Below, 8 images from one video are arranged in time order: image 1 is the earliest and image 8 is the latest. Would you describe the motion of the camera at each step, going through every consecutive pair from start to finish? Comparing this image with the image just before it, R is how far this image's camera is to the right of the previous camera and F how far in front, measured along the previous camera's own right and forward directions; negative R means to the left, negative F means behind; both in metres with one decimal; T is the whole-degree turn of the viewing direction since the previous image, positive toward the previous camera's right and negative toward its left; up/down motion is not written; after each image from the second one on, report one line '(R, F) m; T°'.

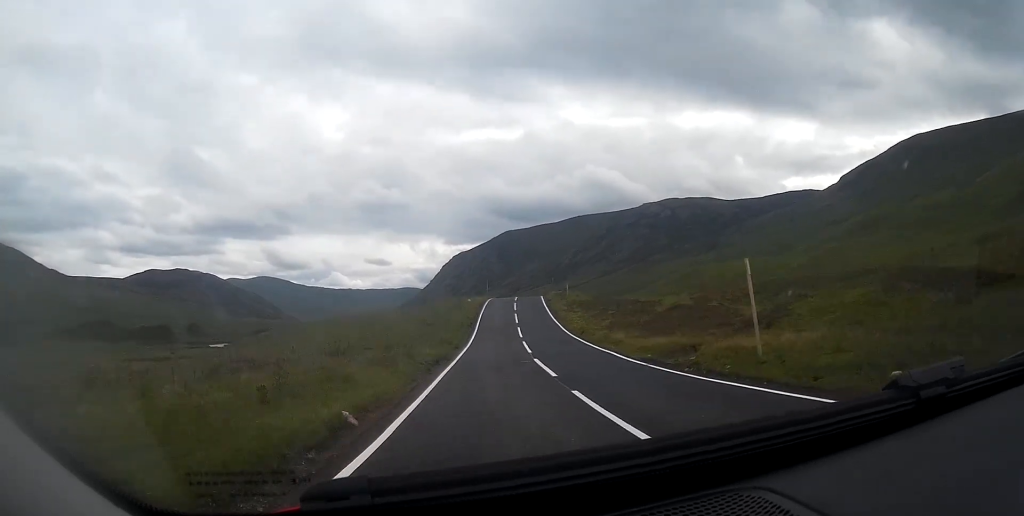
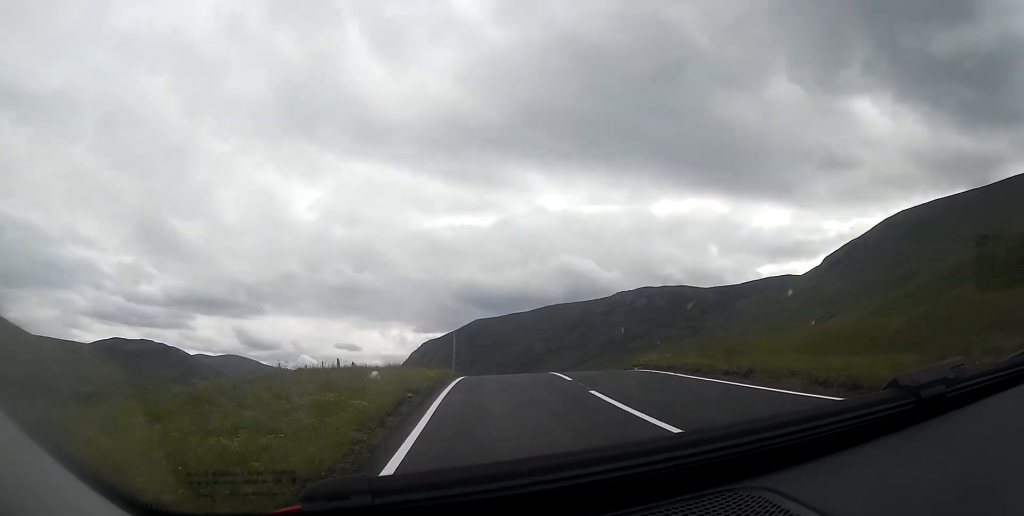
(+1.0, +45.7) m; +2°
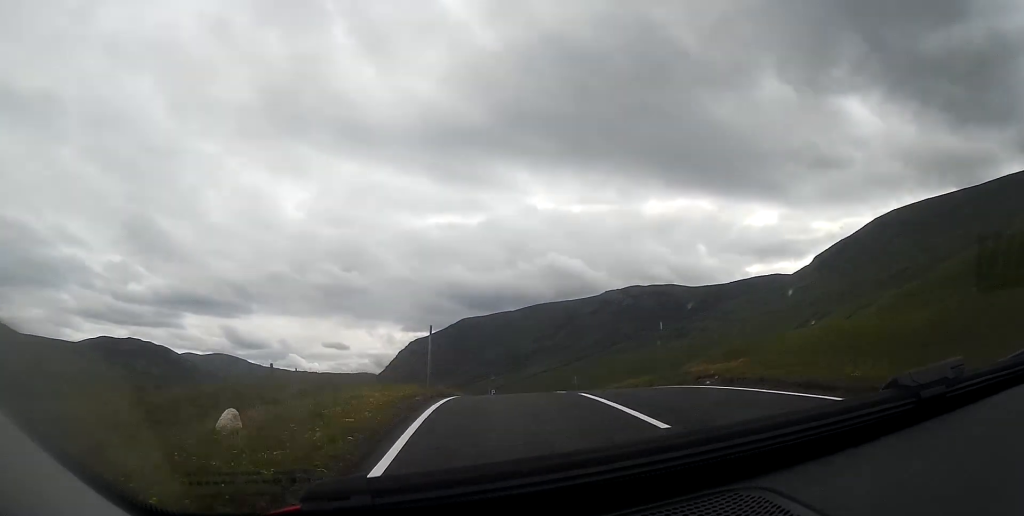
(+0.1, +8.0) m; 0°
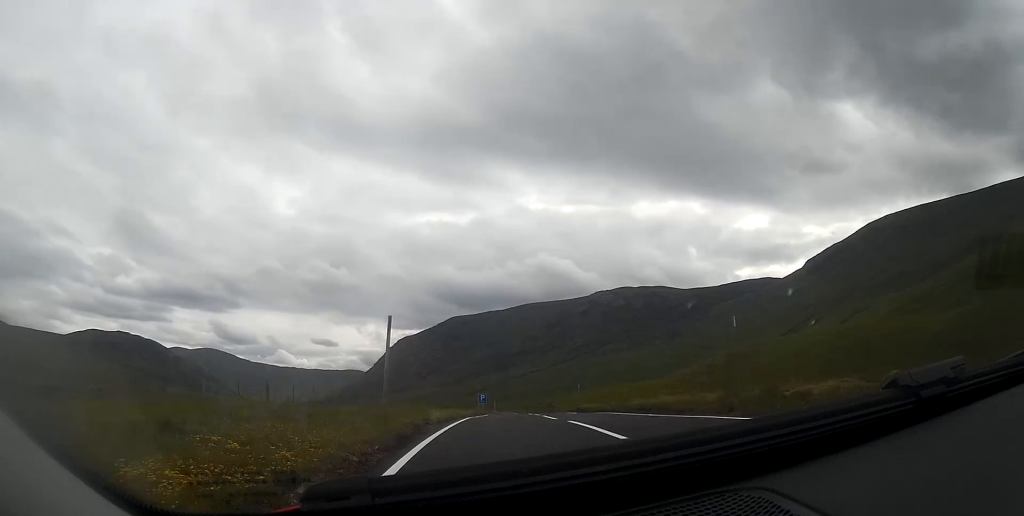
(0.0, +7.4) m; 0°
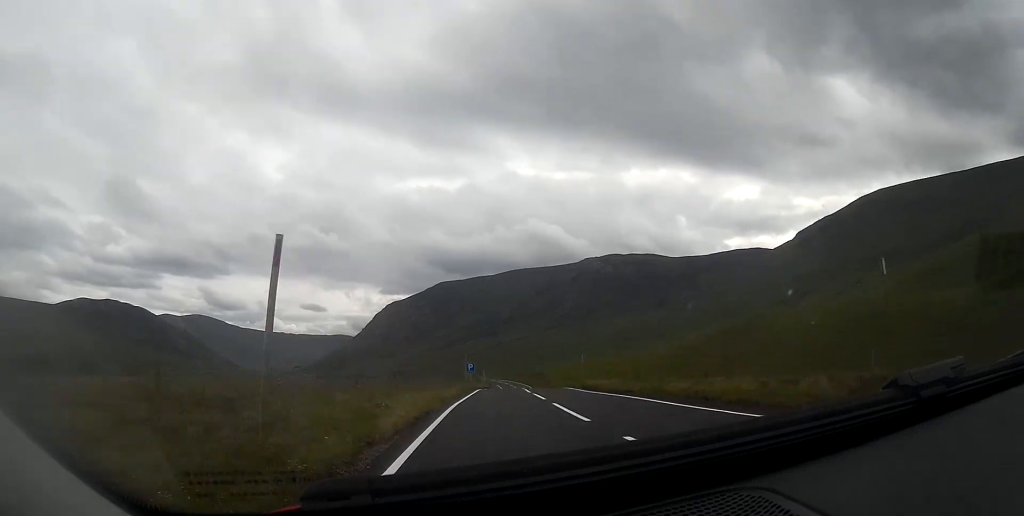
(0.0, +6.5) m; +1°
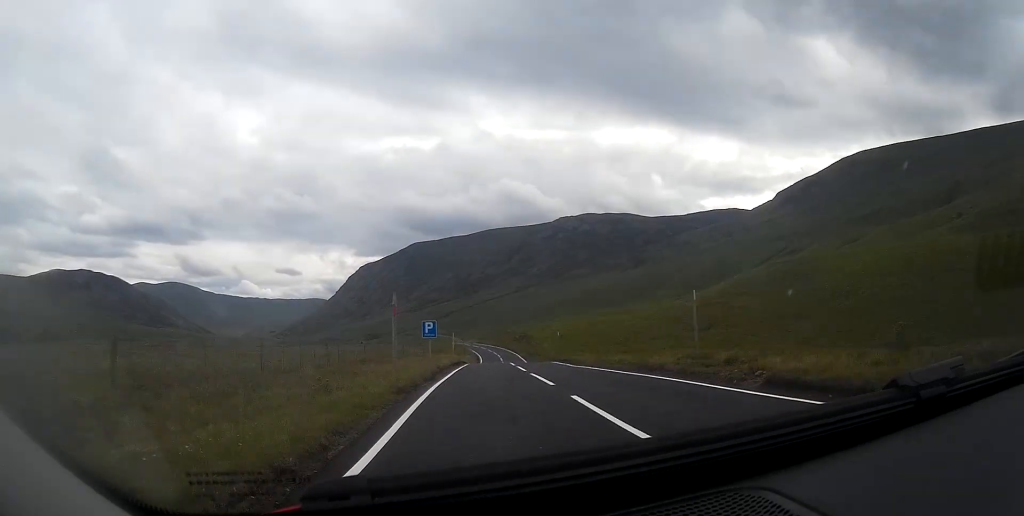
(+0.7, +24.8) m; +4°
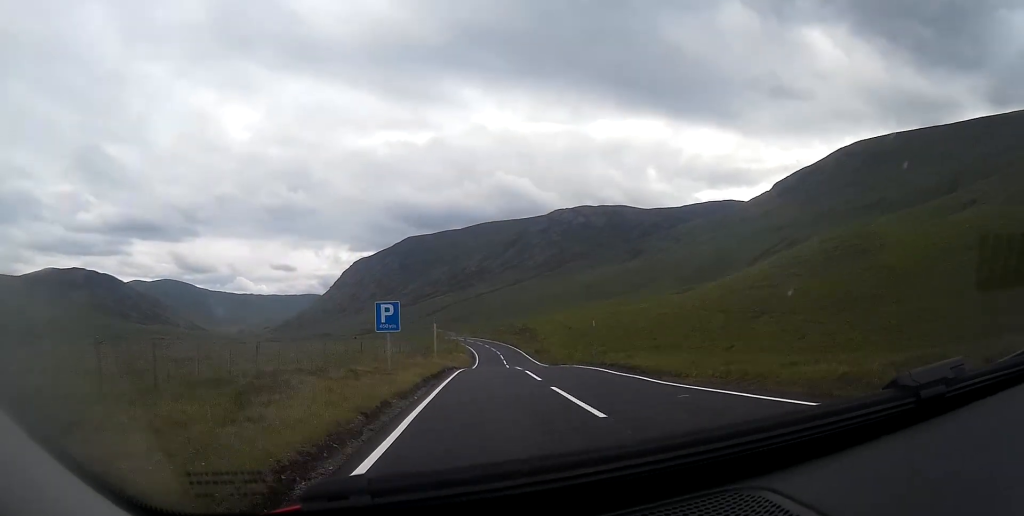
(+0.4, +14.6) m; +1°
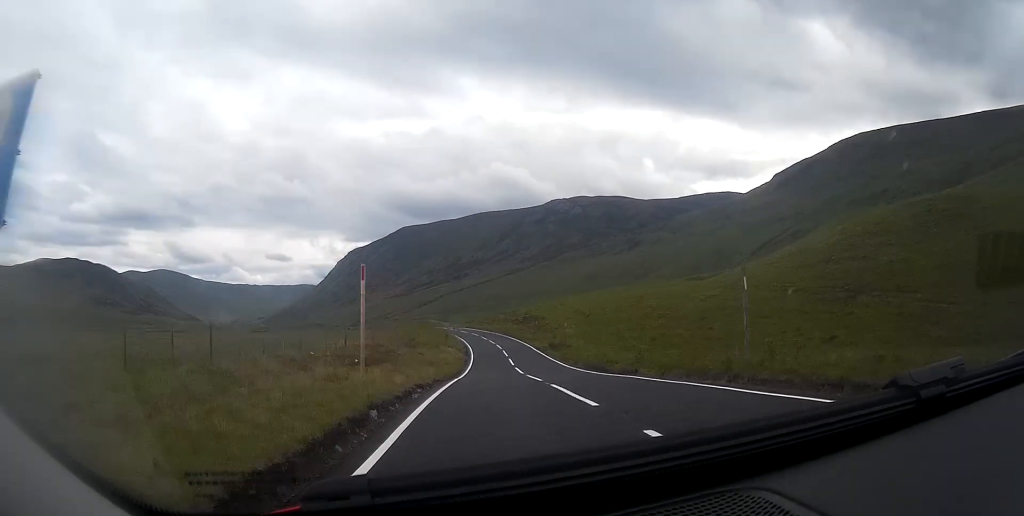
(0.0, +17.0) m; 0°
